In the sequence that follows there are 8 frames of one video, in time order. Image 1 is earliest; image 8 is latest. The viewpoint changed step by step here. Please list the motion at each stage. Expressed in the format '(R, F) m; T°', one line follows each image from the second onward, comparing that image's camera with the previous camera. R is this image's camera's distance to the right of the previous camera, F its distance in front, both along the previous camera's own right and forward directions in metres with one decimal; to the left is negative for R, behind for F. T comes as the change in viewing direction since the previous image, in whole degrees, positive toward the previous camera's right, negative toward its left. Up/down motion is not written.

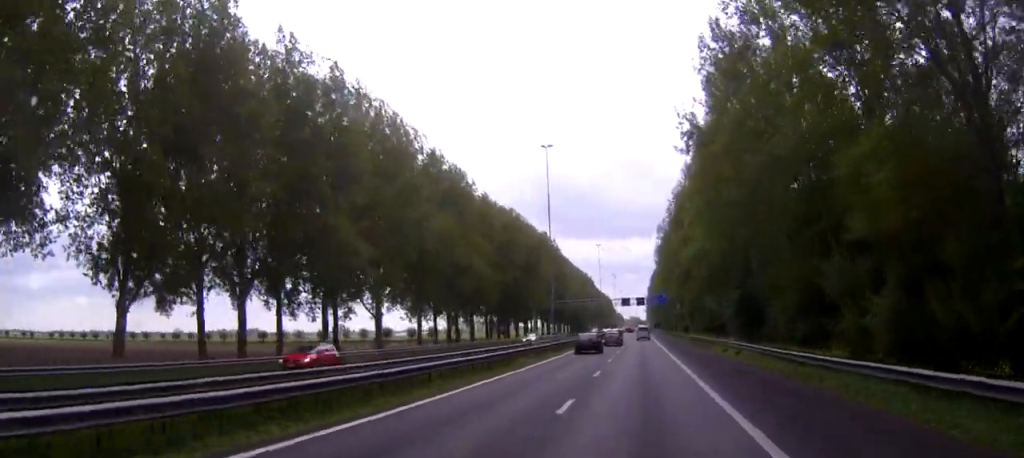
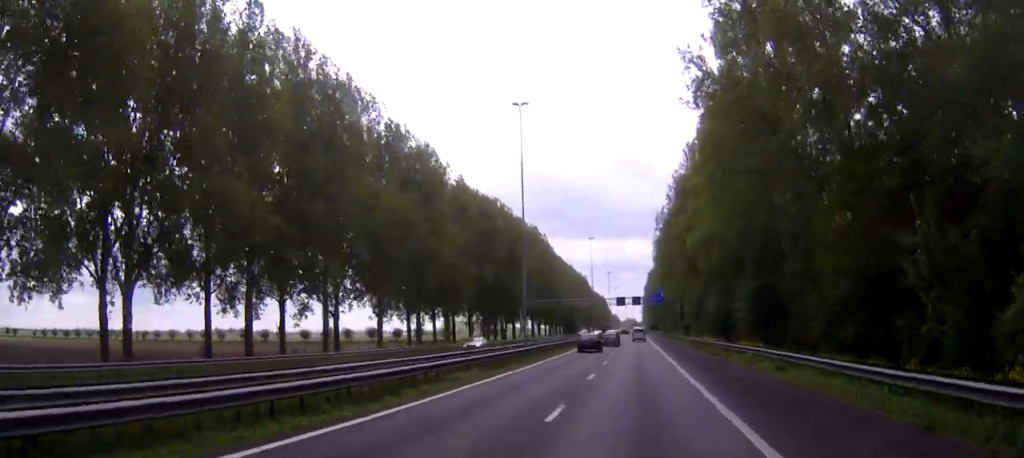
(0.0, +13.1) m; 0°
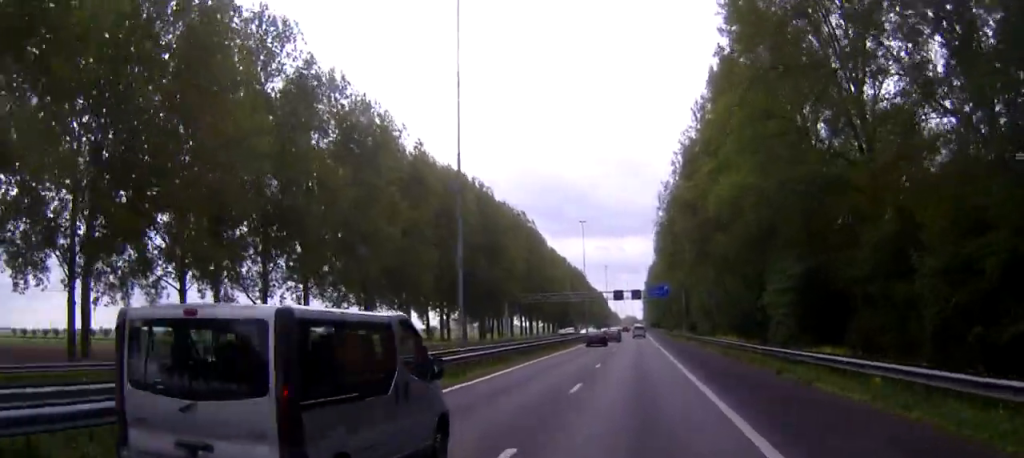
(-0.1, +18.4) m; 0°
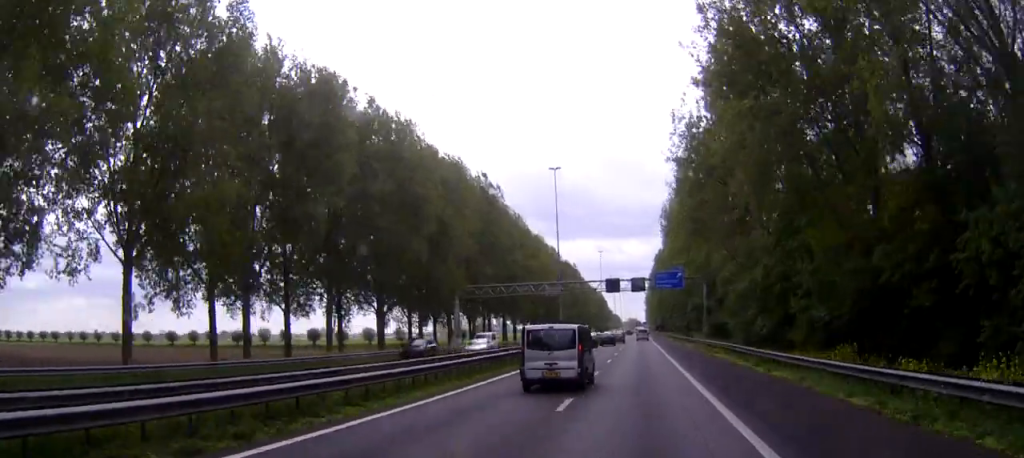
(-0.1, +39.7) m; 0°
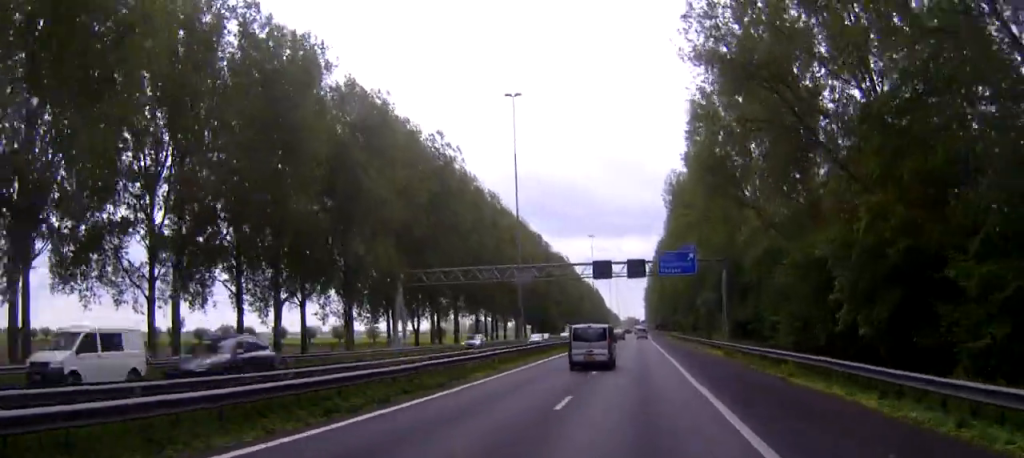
(+0.1, +24.3) m; 0°
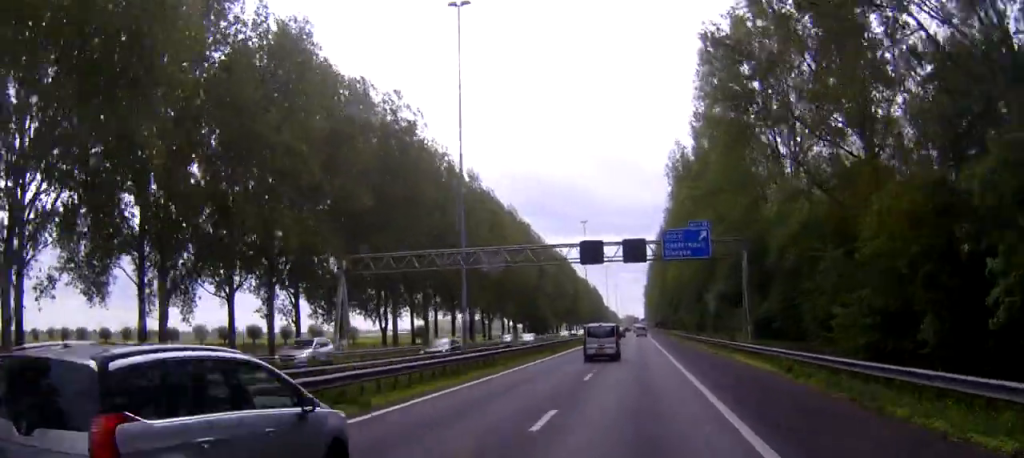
(+0.1, +15.6) m; 0°
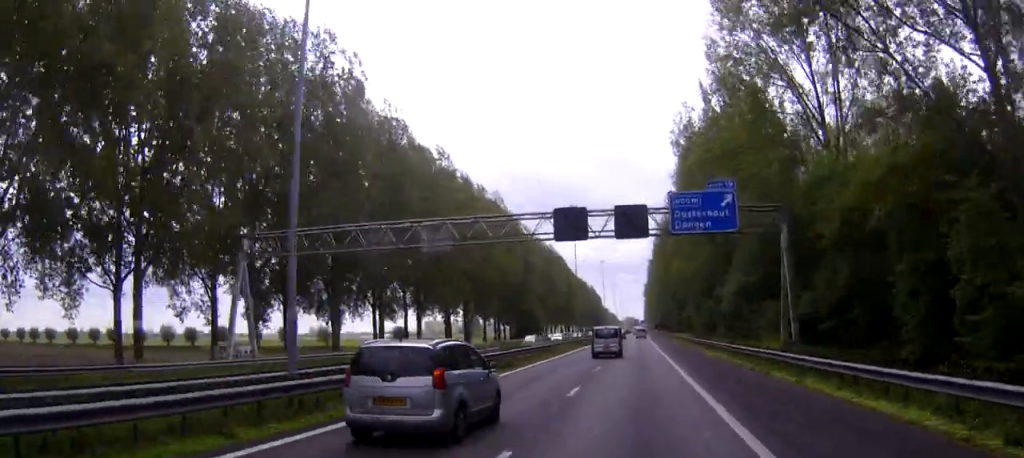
(-0.3, +16.9) m; 0°
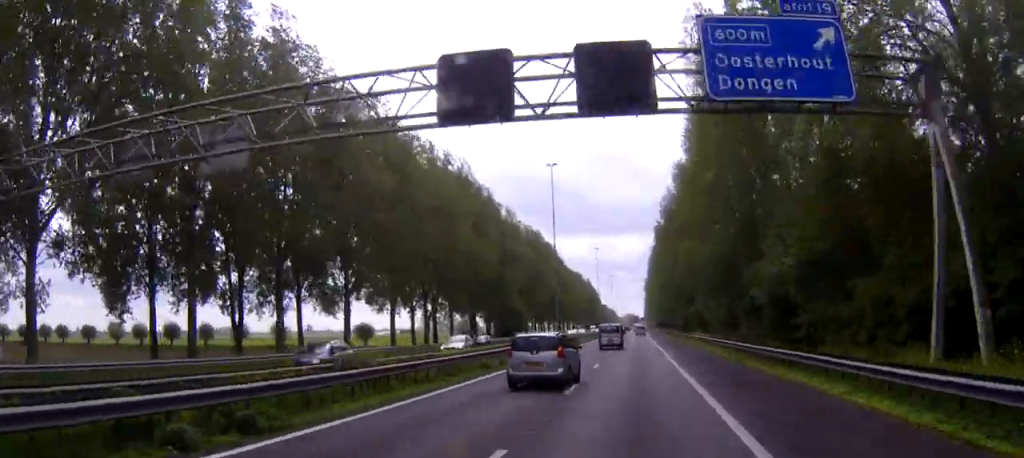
(+0.2, +23.9) m; 0°
